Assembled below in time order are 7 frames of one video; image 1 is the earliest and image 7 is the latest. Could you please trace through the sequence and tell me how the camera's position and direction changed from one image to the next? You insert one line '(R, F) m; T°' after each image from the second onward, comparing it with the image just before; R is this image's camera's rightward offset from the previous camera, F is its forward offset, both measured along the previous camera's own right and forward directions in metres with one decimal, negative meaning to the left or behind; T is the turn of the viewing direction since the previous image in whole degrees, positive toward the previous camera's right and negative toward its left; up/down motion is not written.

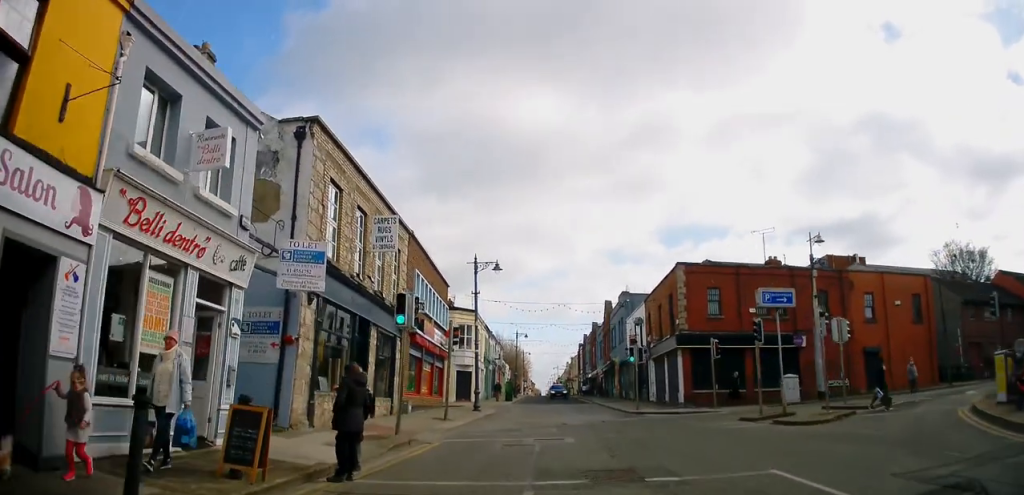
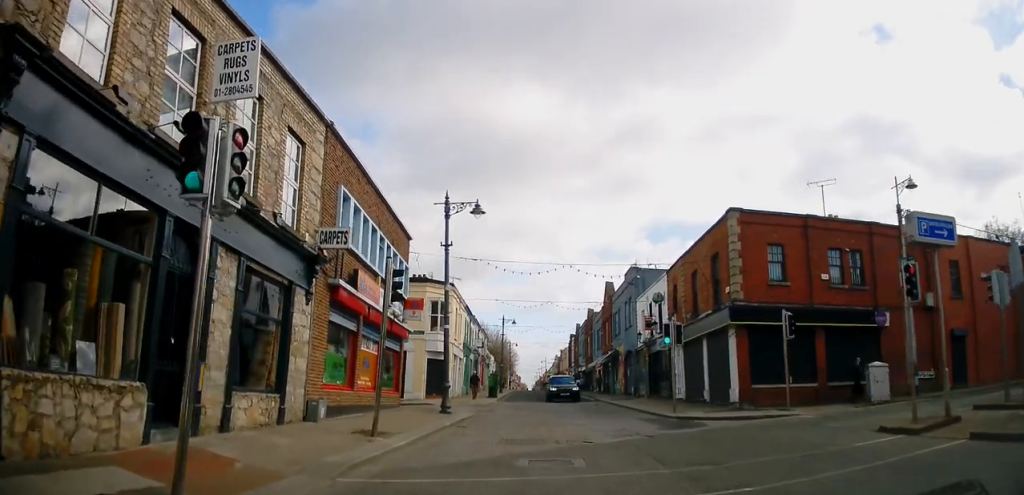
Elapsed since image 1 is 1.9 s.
(-0.4, +8.4) m; +6°
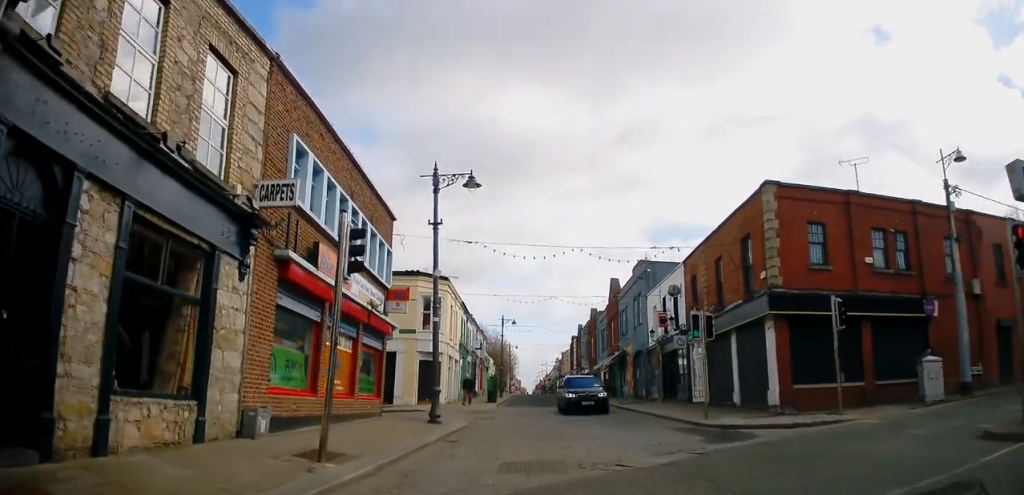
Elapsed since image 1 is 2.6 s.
(+0.3, +3.4) m; +5°
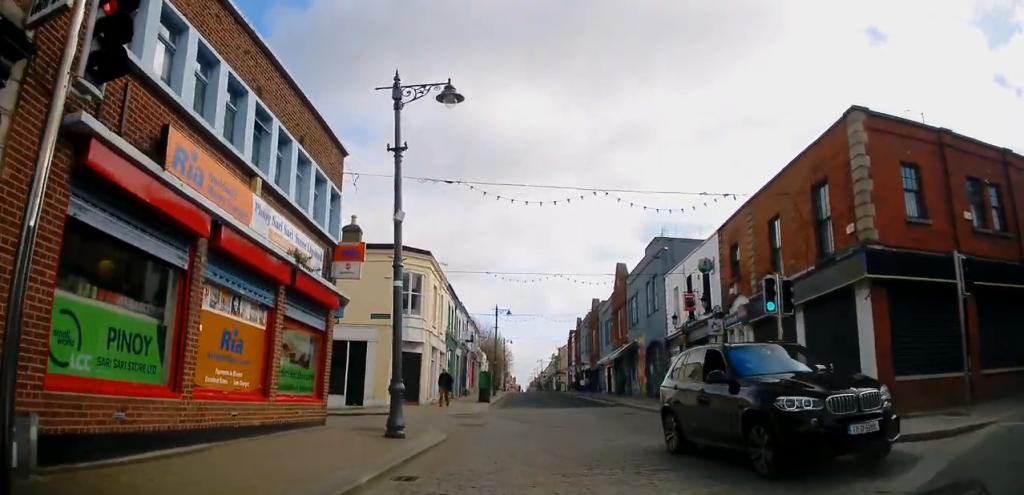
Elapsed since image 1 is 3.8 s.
(+0.3, +6.0) m; +3°
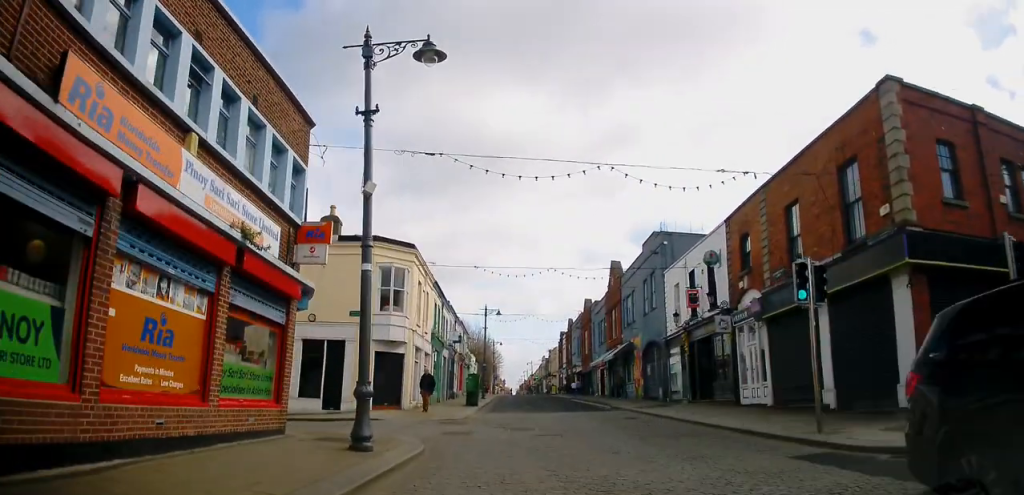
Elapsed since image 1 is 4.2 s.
(0.0, +2.1) m; 0°
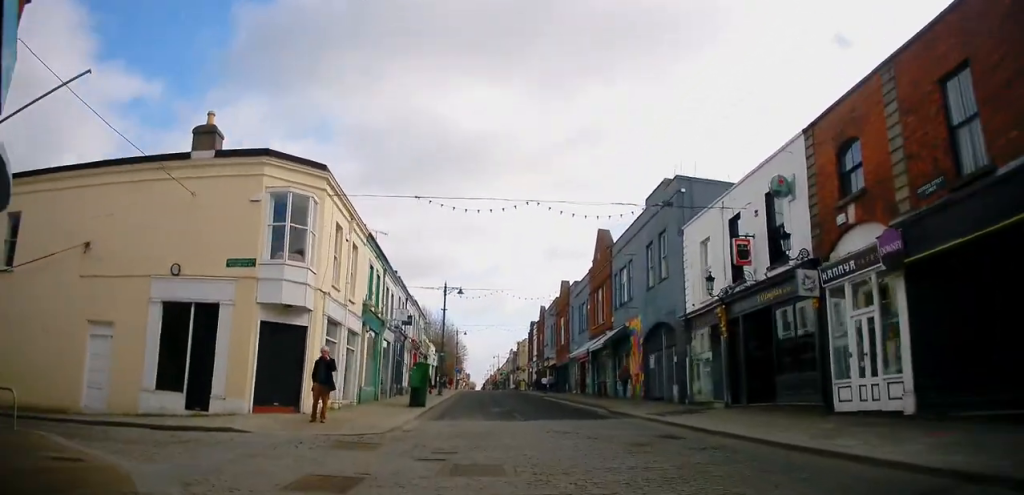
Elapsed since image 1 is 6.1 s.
(+0.4, +9.4) m; -2°
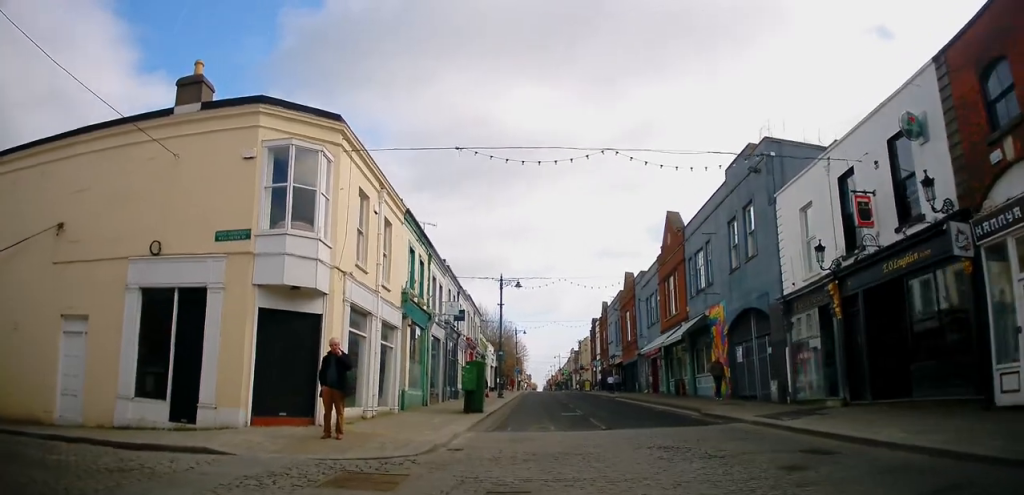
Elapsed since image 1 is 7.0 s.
(-0.5, +3.8) m; -11°
